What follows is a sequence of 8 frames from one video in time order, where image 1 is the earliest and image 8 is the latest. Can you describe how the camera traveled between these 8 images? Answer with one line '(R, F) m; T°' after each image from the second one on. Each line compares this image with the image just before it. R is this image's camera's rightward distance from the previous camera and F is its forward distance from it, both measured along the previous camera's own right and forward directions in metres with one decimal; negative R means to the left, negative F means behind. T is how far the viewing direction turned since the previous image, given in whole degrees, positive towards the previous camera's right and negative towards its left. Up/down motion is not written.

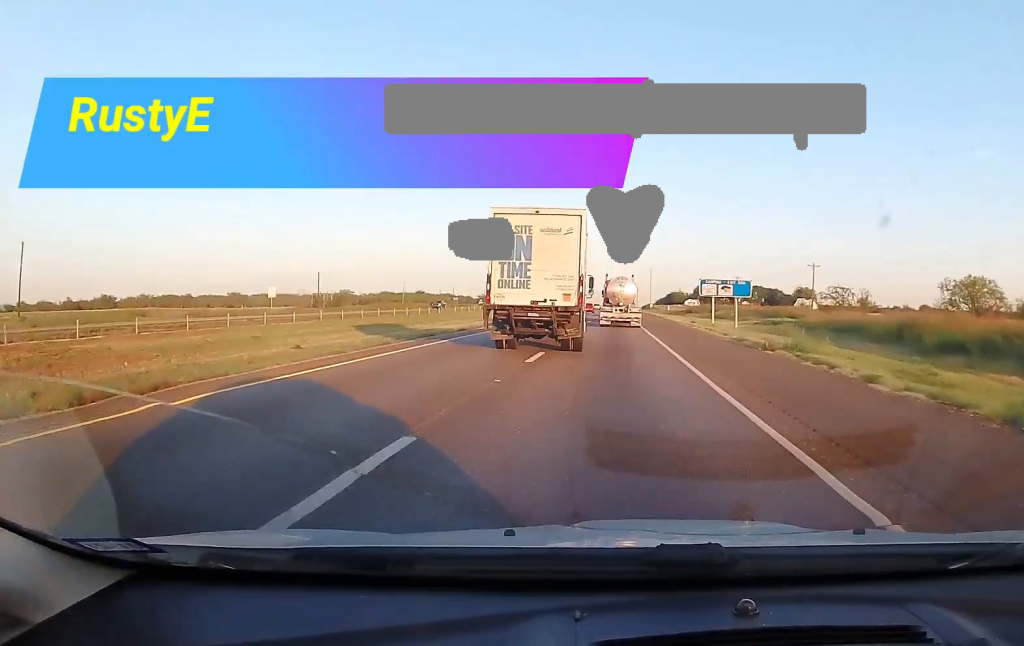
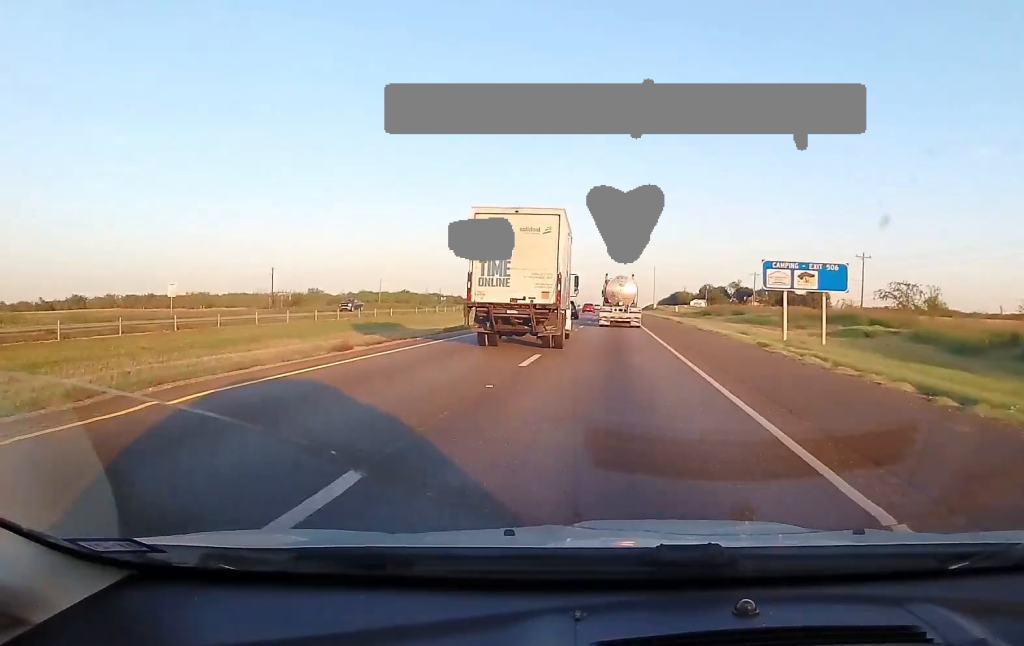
(+1.1, +24.2) m; +2°
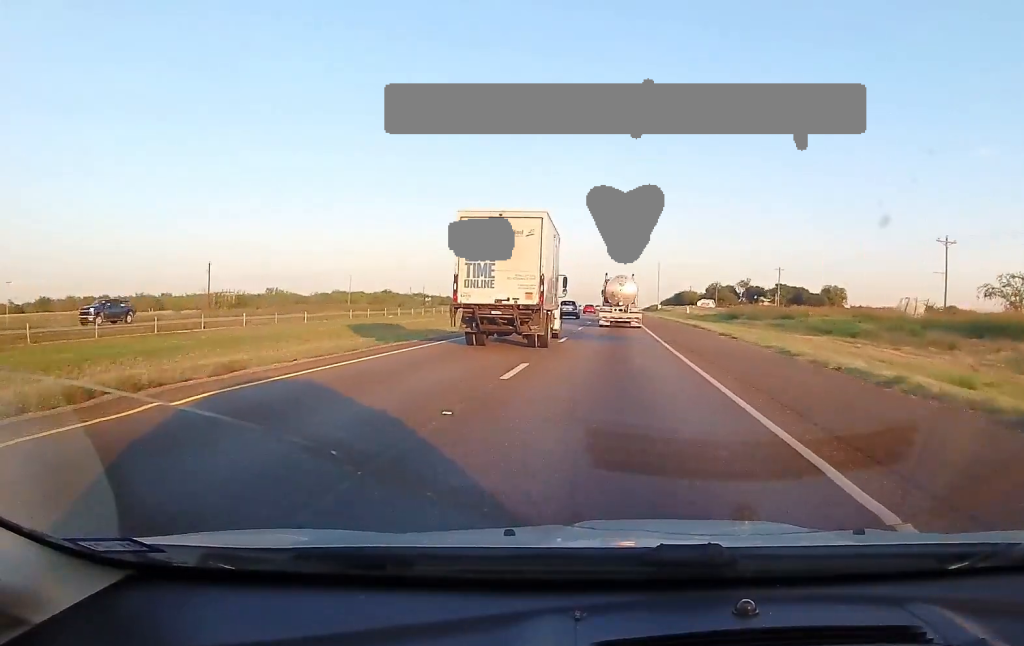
(+0.1, +24.0) m; +1°
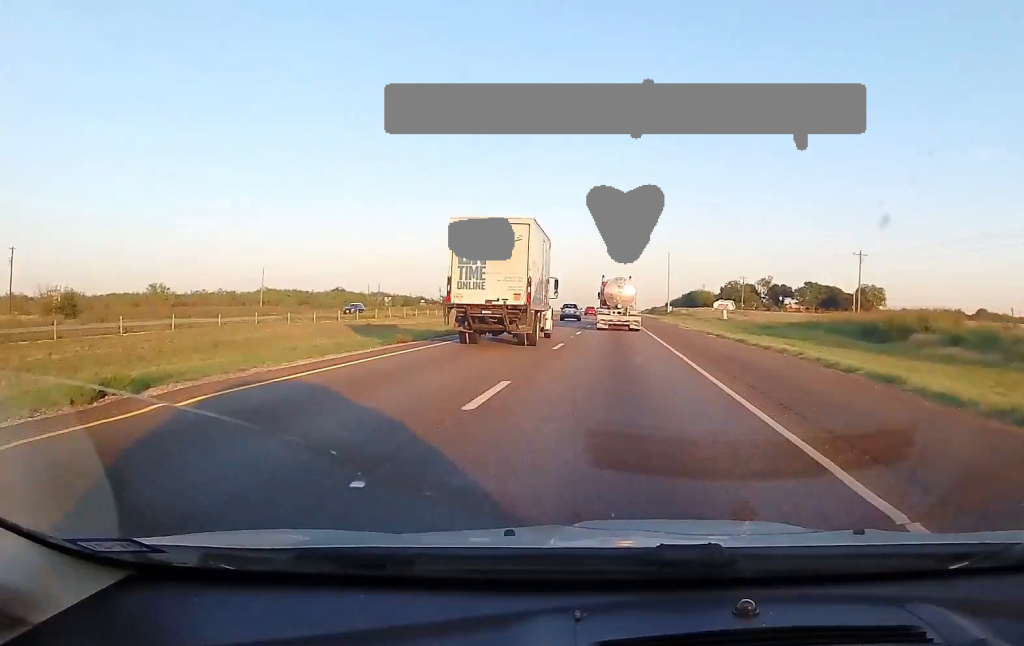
(+0.3, +42.9) m; 0°
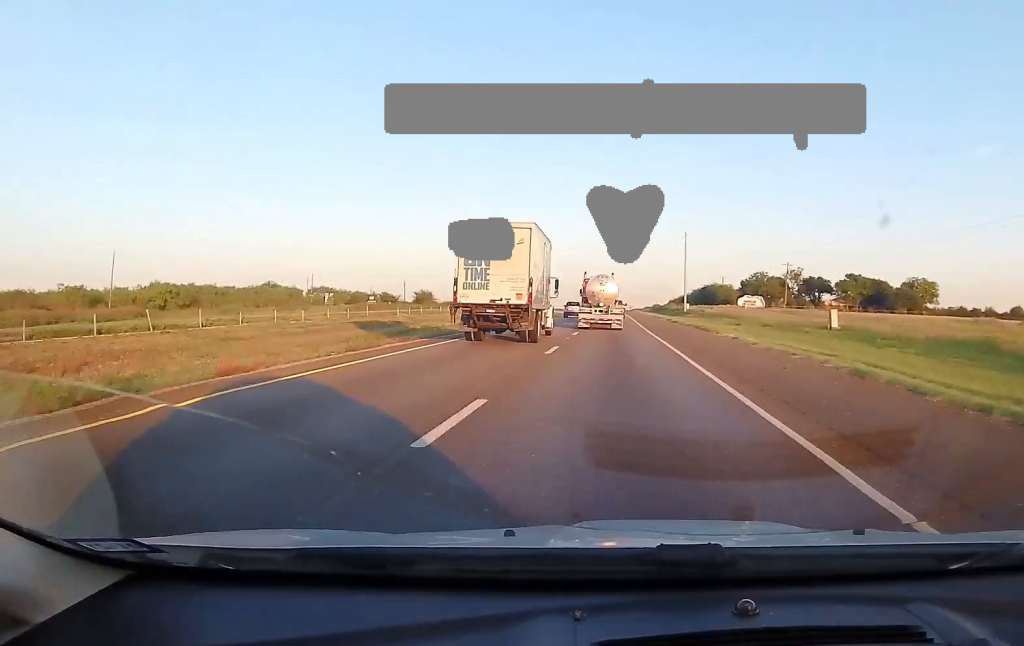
(-0.5, +44.1) m; -1°
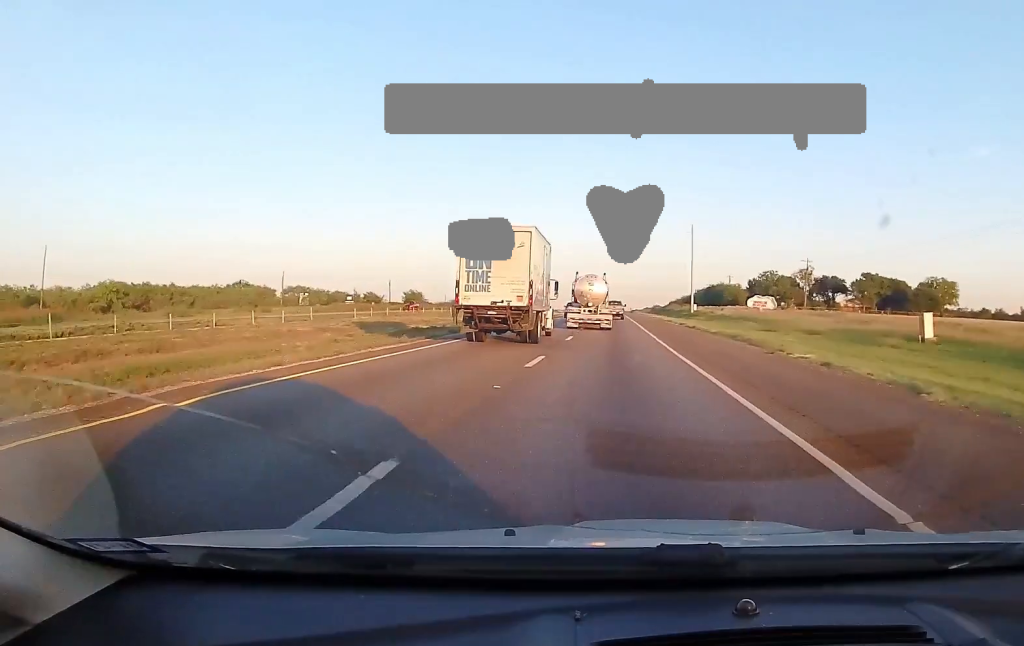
(0.0, +14.6) m; 0°
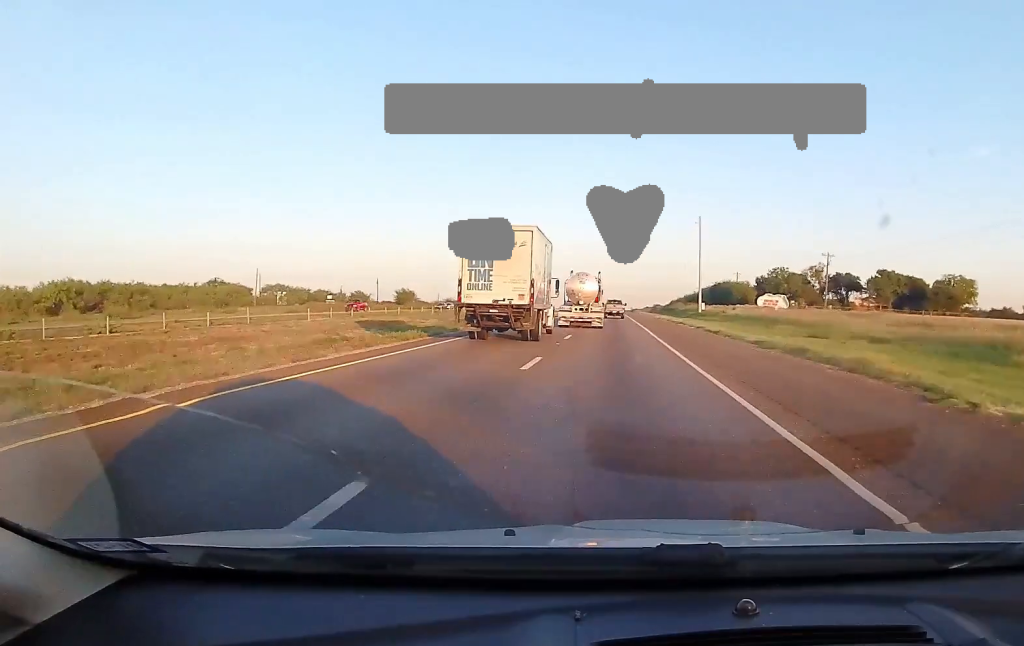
(0.0, +11.8) m; 0°
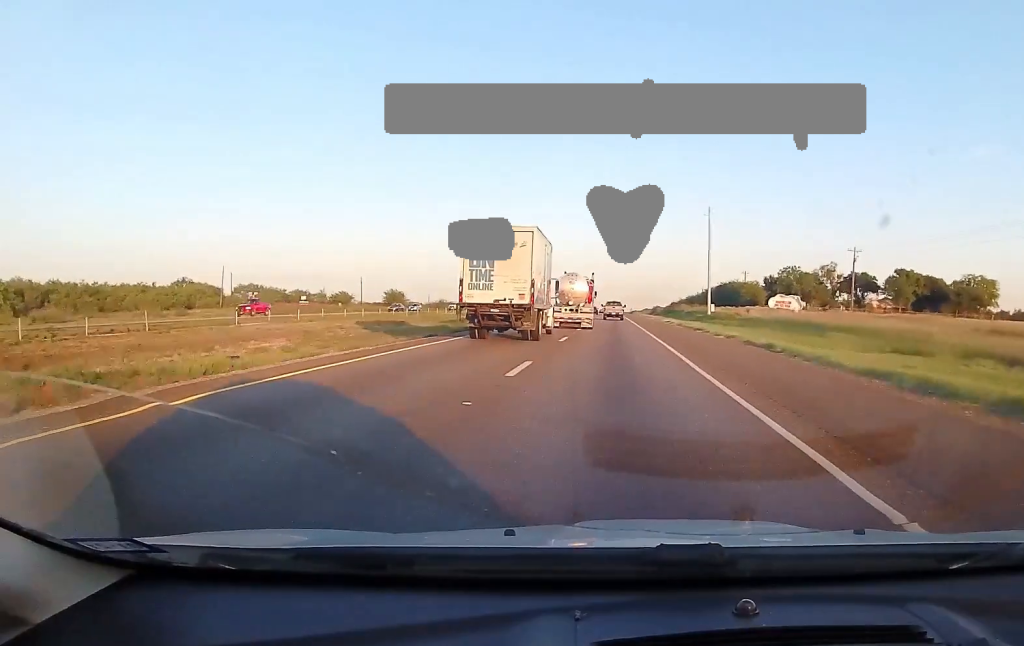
(0.0, +13.0) m; 0°
